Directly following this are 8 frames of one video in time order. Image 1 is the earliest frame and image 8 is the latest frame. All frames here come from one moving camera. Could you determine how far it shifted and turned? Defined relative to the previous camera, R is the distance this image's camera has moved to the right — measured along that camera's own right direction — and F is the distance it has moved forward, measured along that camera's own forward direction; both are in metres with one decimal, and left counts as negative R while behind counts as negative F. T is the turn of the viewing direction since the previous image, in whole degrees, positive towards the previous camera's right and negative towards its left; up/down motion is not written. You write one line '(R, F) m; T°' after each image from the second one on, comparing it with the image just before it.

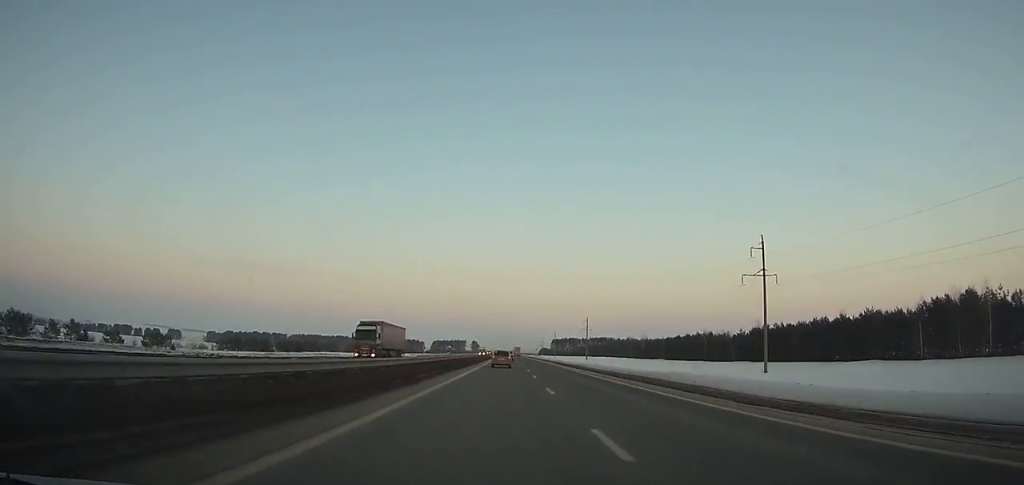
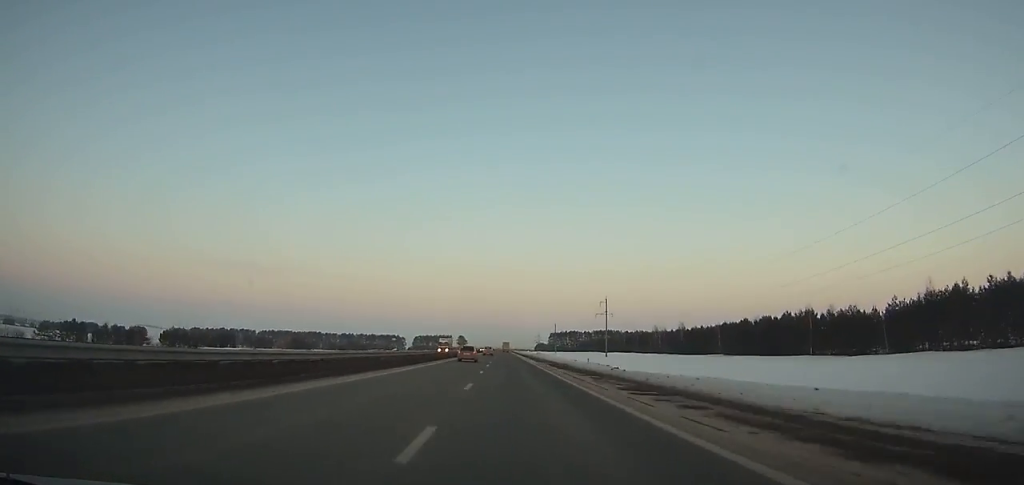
(0.0, +81.5) m; 0°
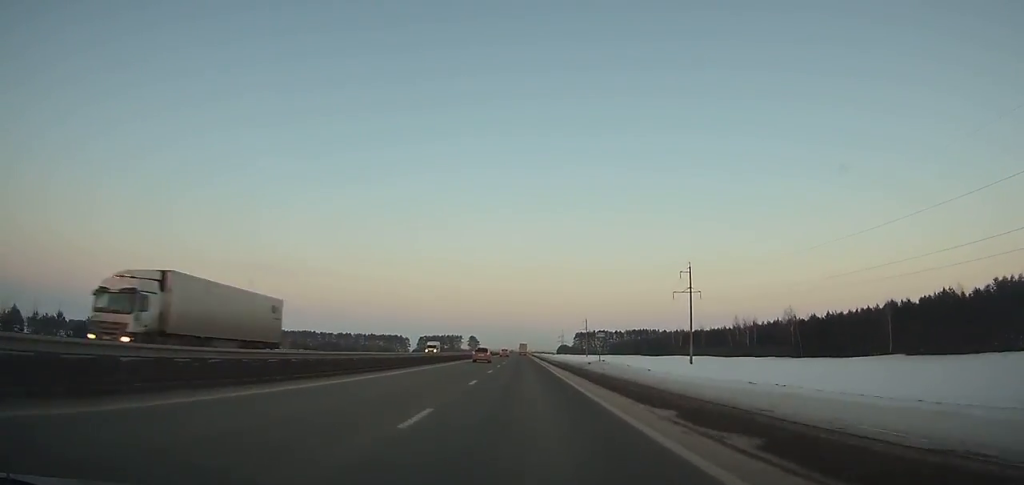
(-0.4, +81.5) m; 0°
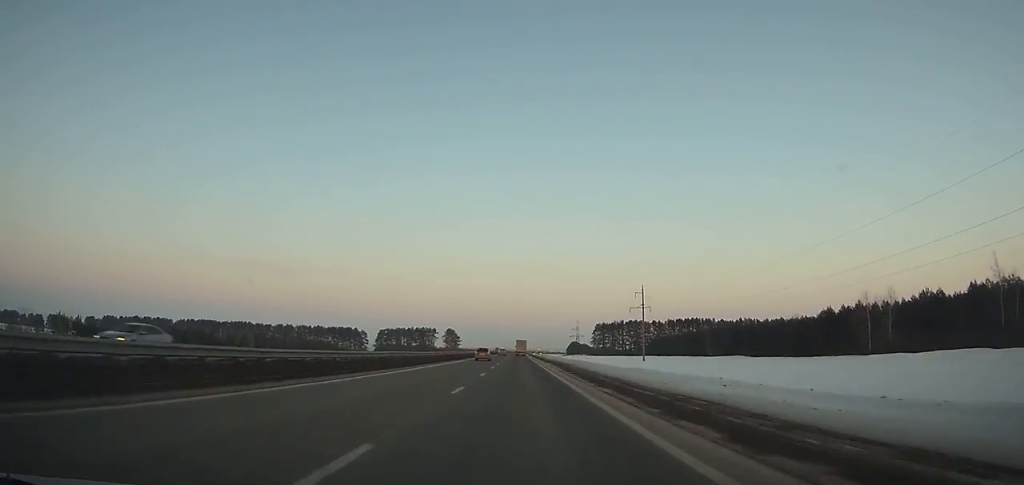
(-0.4, +148.7) m; 0°
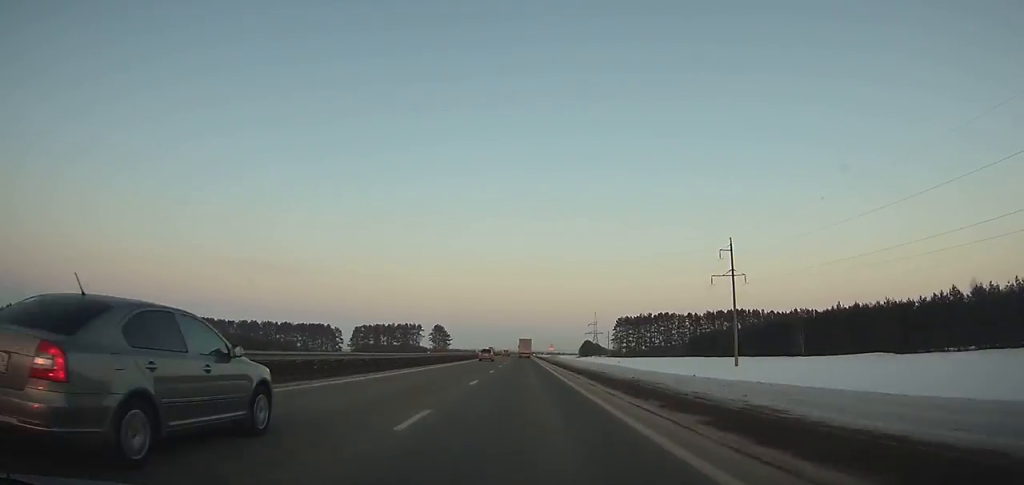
(+0.1, +66.8) m; 0°
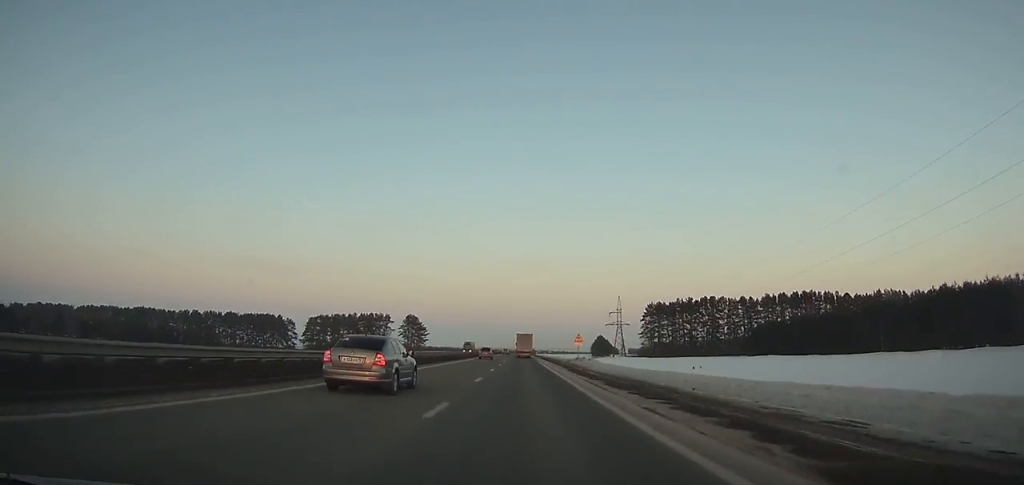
(0.0, +69.7) m; 0°
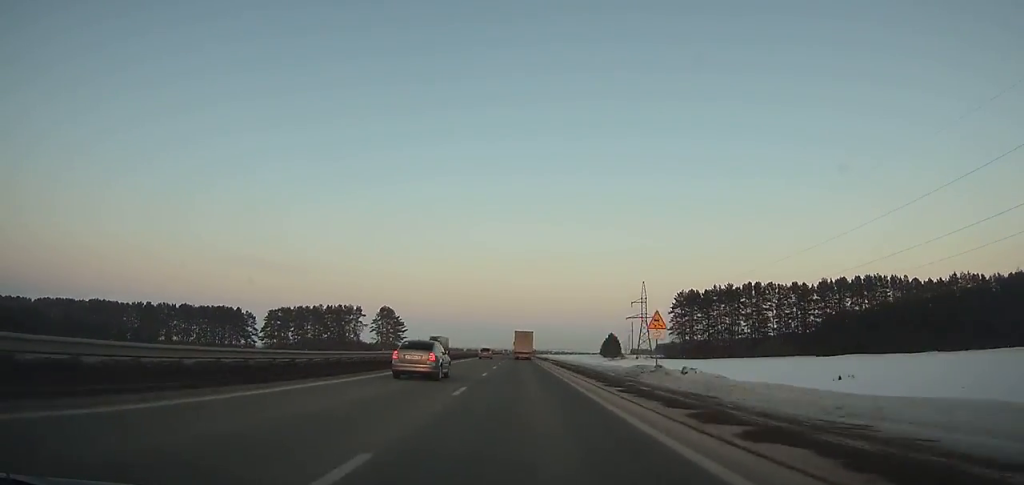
(+0.1, +44.3) m; 0°
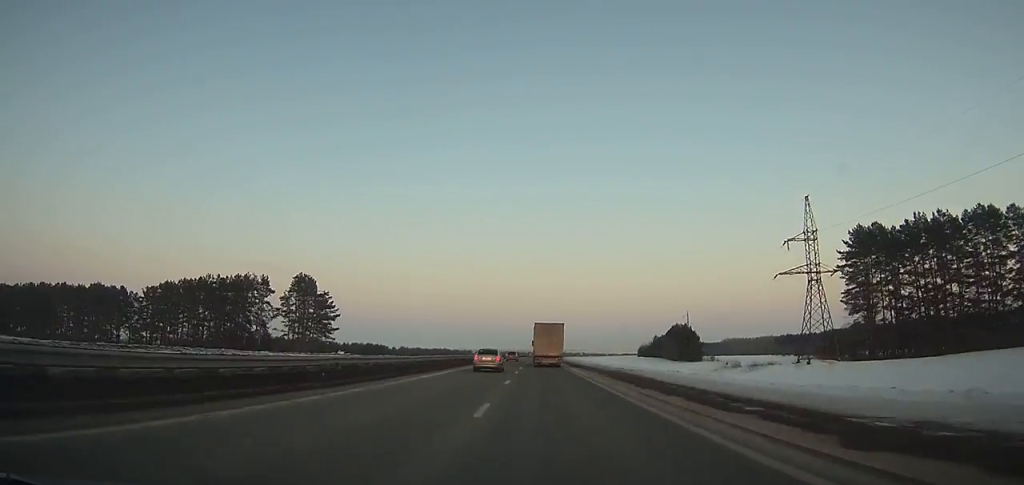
(-0.5, +88.6) m; 0°
